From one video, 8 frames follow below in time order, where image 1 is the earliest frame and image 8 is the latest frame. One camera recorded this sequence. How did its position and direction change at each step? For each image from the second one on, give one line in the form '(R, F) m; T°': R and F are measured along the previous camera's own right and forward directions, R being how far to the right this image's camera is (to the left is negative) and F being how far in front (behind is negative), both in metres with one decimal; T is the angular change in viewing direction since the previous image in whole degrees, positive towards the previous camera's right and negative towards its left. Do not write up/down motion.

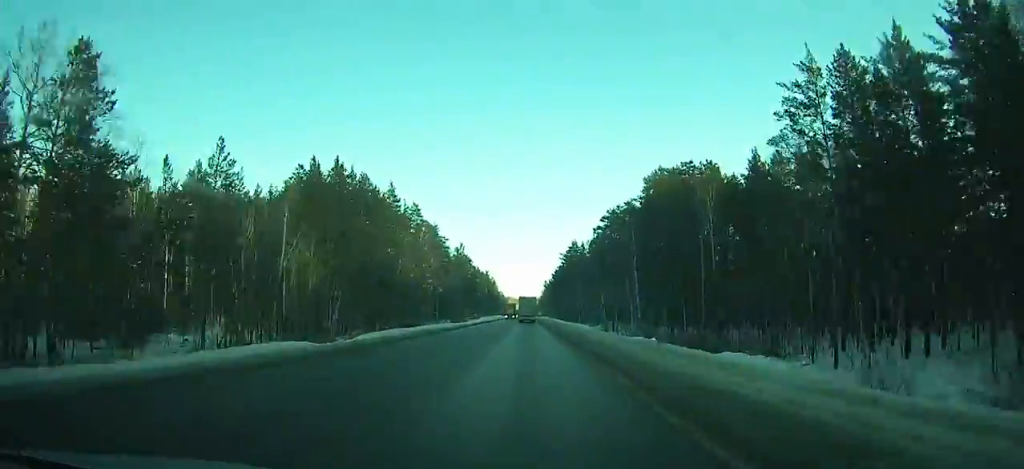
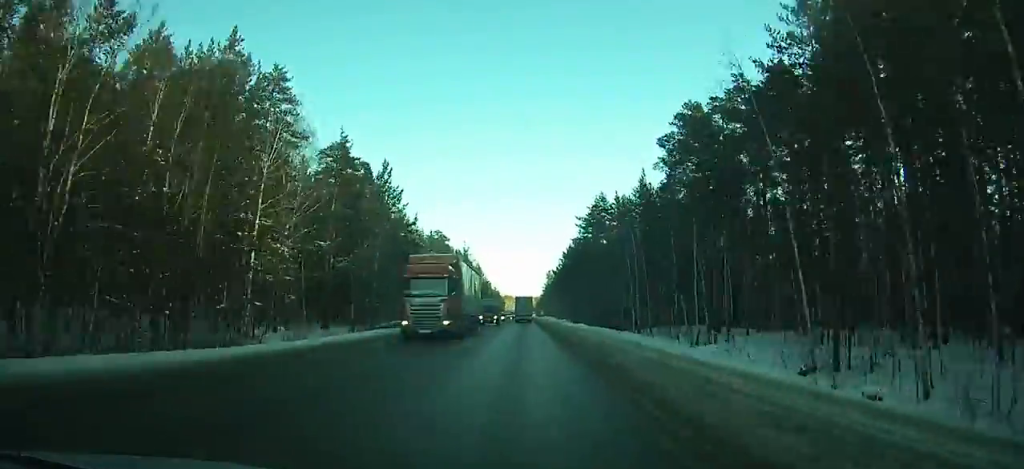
(-0.2, +63.9) m; 0°
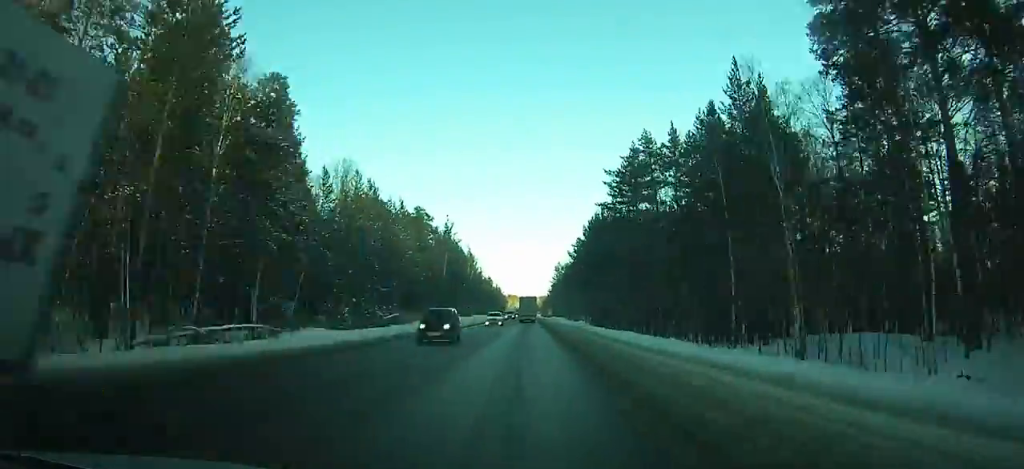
(0.0, +35.7) m; 0°
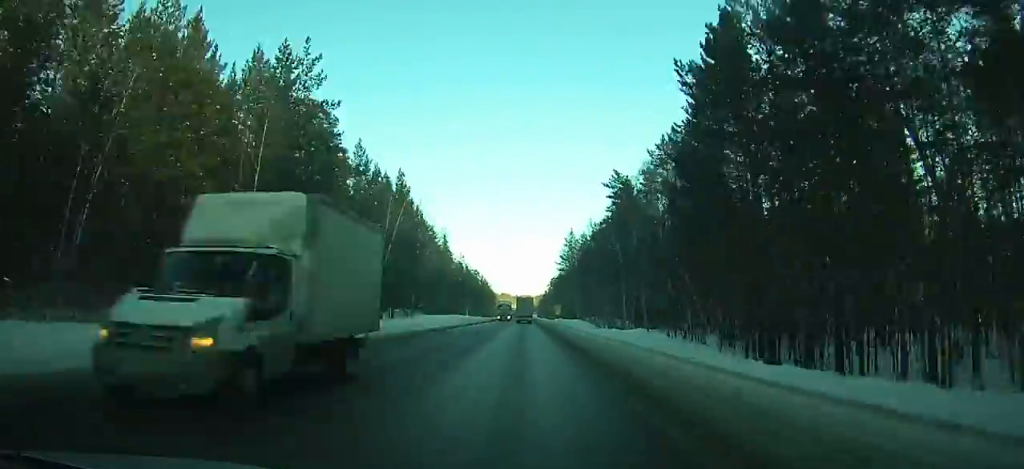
(0.0, +64.6) m; 0°
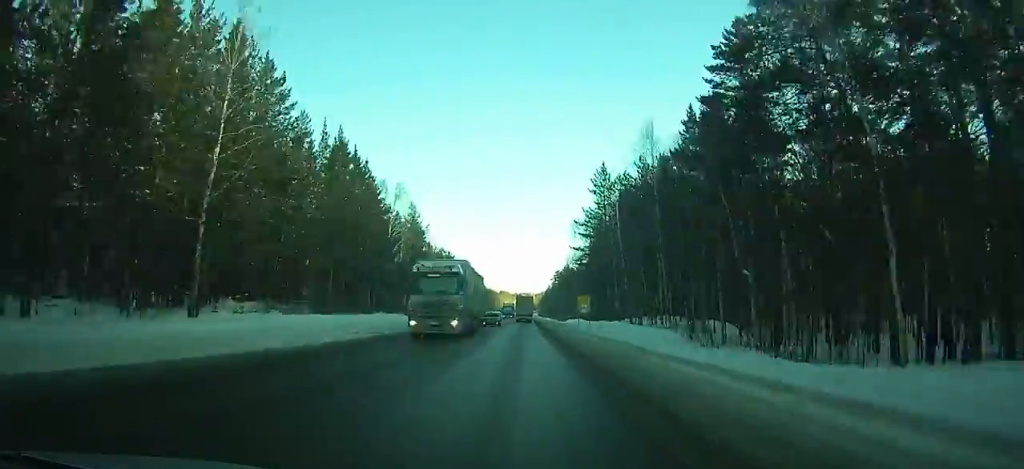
(-0.1, +48.1) m; 0°
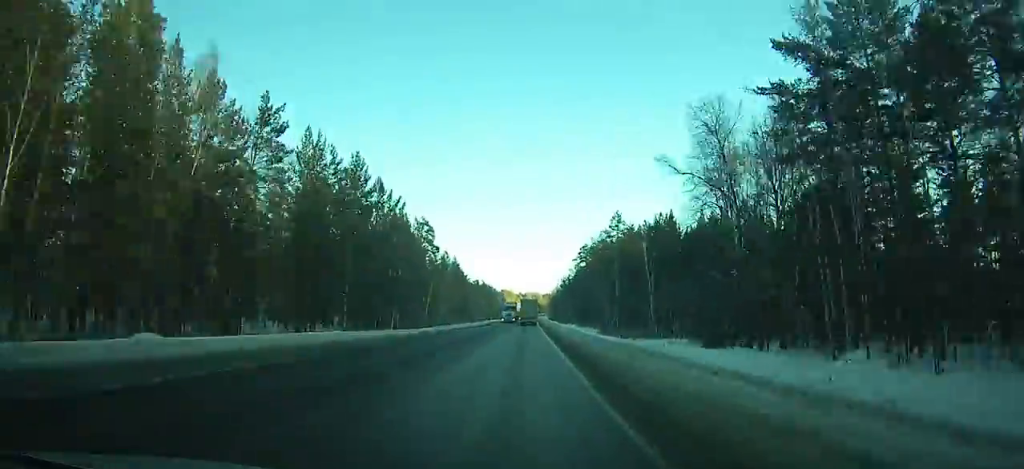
(-0.7, +113.7) m; 0°
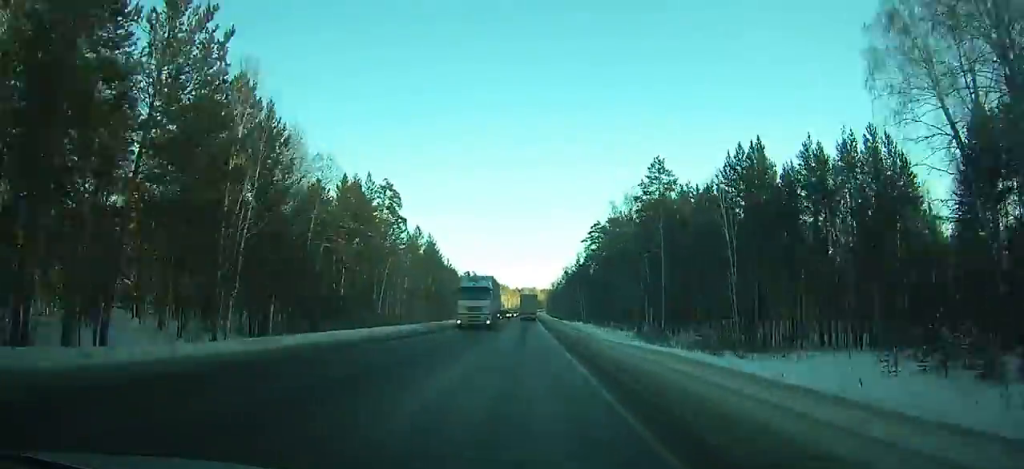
(-0.3, +36.2) m; 0°
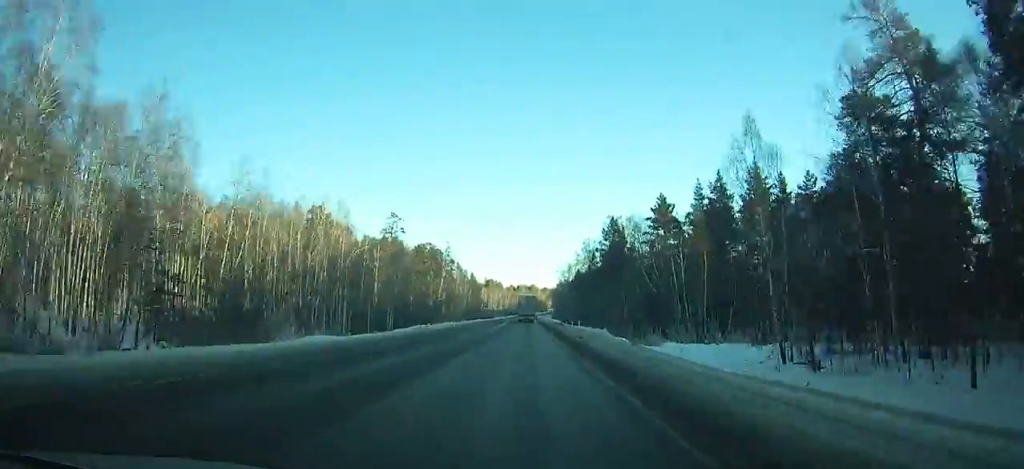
(+0.9, +133.4) m; 0°
